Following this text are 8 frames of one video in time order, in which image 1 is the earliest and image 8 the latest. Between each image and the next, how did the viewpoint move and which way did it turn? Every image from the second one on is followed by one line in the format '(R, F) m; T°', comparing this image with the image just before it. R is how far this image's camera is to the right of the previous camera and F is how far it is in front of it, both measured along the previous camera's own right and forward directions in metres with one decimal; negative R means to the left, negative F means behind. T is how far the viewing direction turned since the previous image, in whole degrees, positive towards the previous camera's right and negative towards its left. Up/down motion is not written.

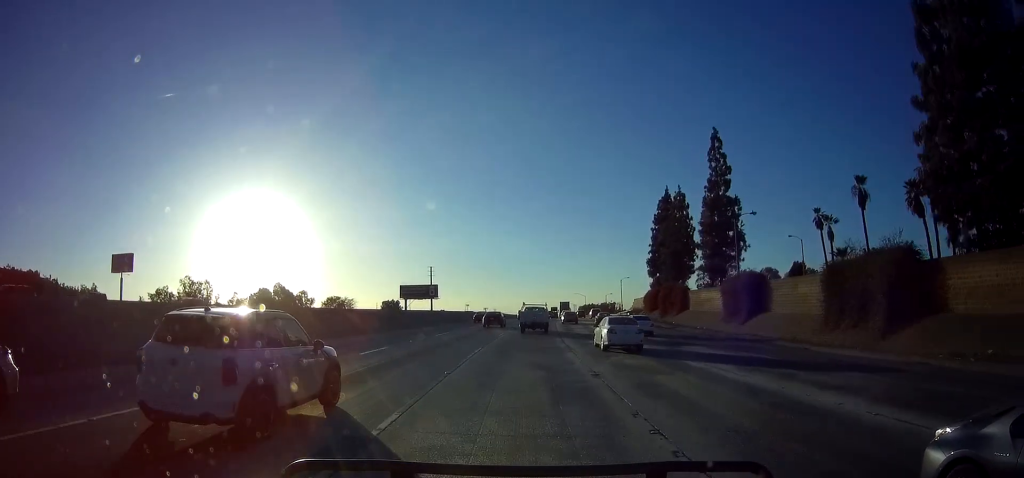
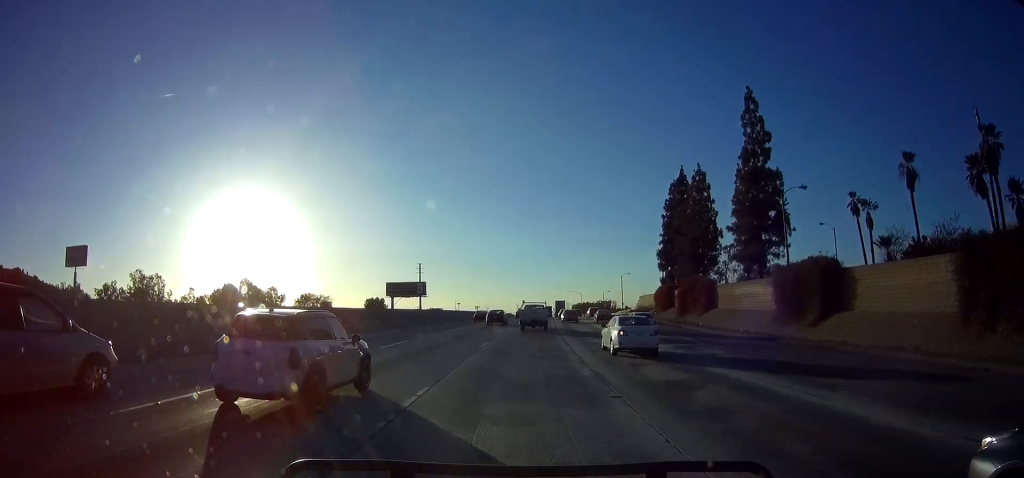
(+0.1, +11.7) m; +1°
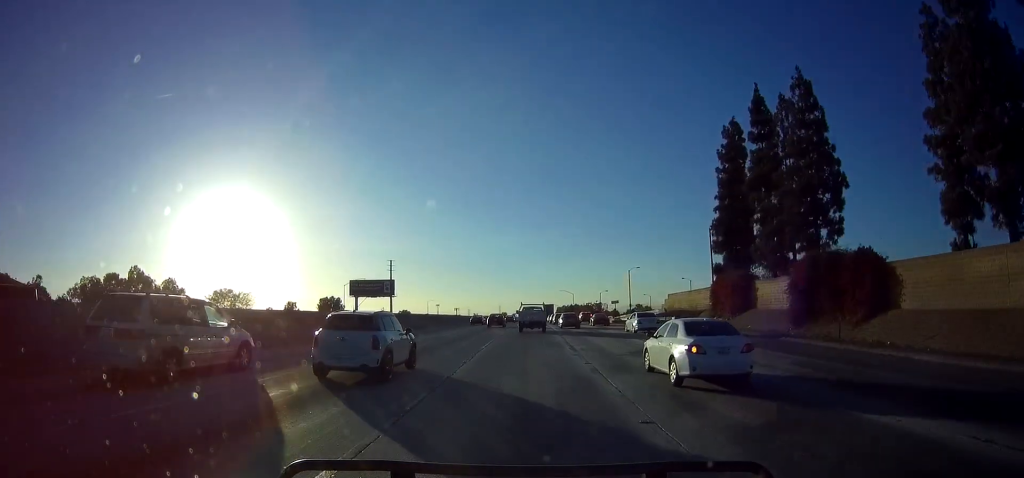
(+0.5, +29.4) m; +2°
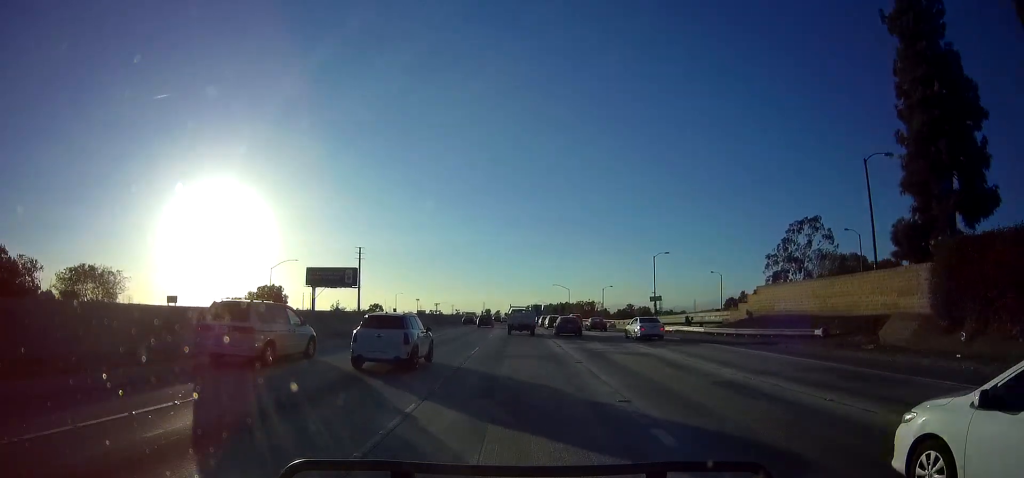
(+0.5, +30.6) m; +1°
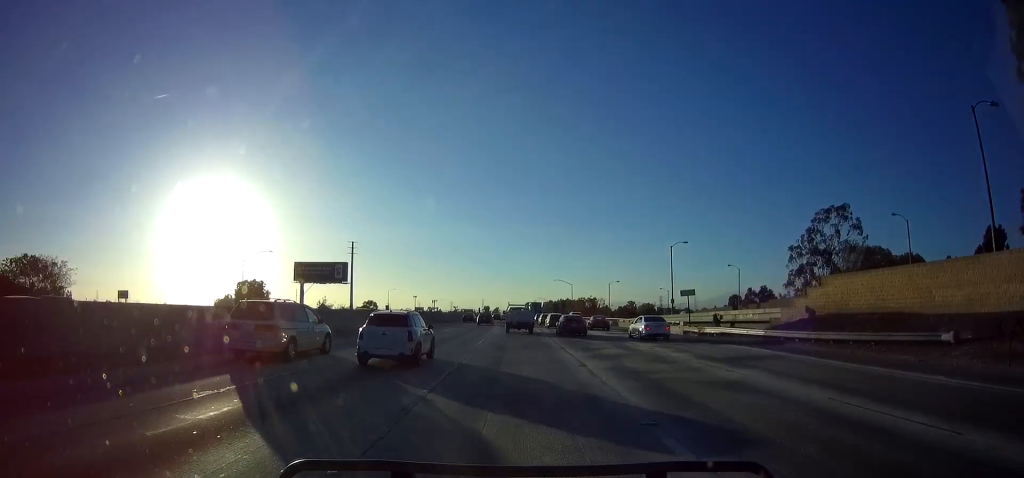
(0.0, +9.5) m; 0°
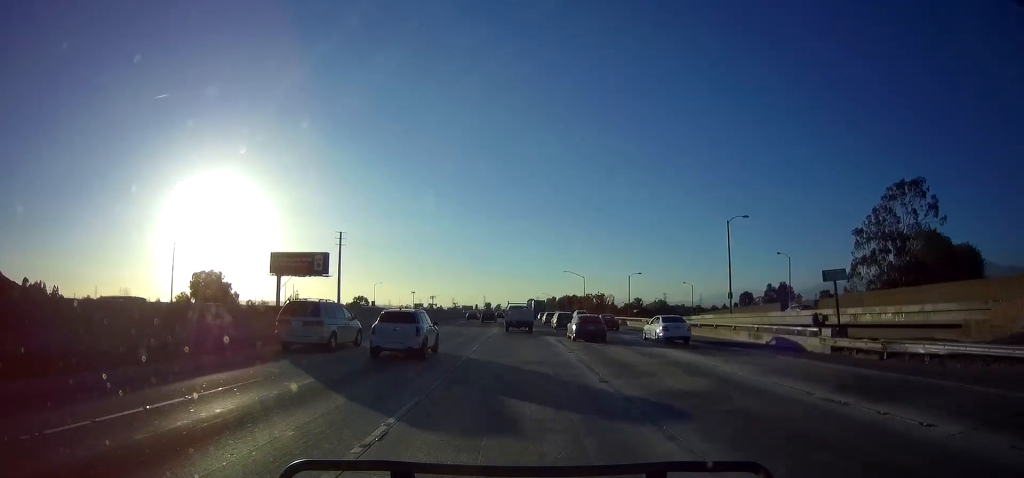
(0.0, +19.0) m; +1°
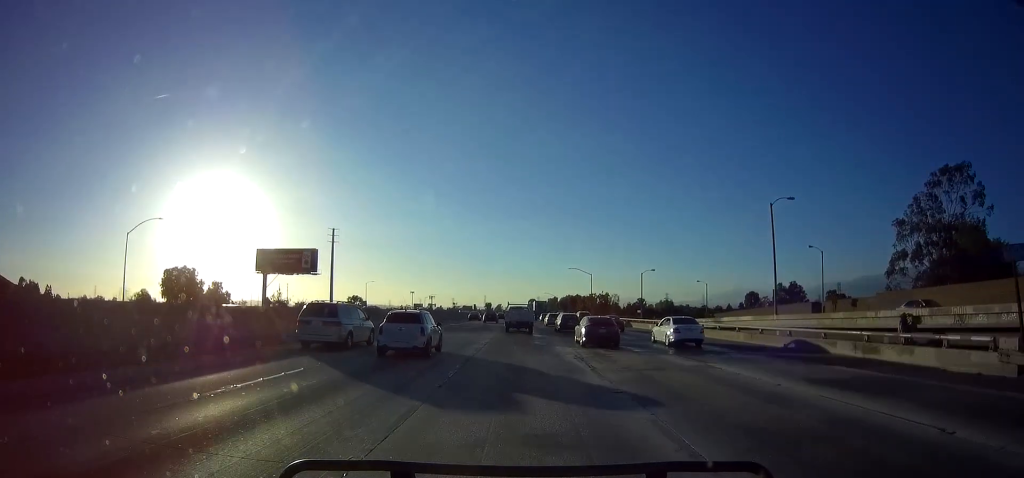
(0.0, +9.5) m; 0°
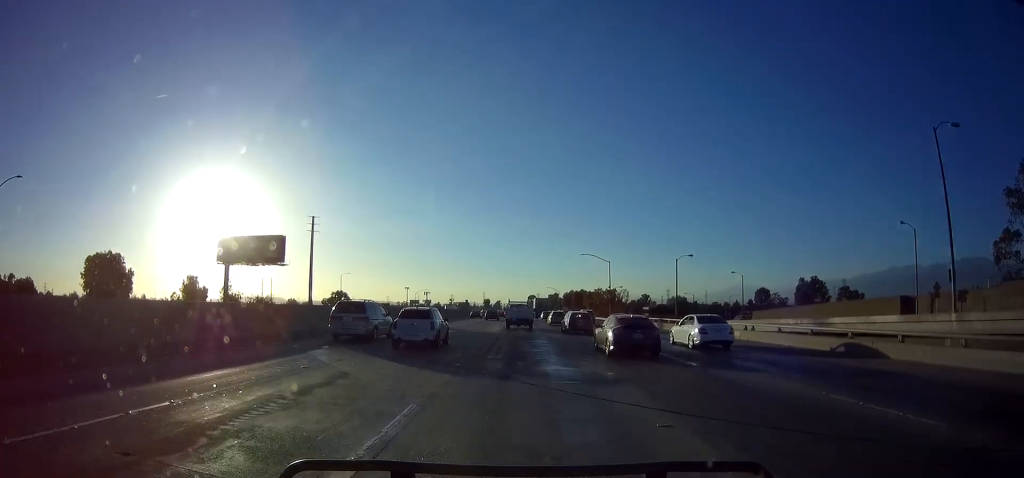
(+0.3, +20.1) m; 0°
